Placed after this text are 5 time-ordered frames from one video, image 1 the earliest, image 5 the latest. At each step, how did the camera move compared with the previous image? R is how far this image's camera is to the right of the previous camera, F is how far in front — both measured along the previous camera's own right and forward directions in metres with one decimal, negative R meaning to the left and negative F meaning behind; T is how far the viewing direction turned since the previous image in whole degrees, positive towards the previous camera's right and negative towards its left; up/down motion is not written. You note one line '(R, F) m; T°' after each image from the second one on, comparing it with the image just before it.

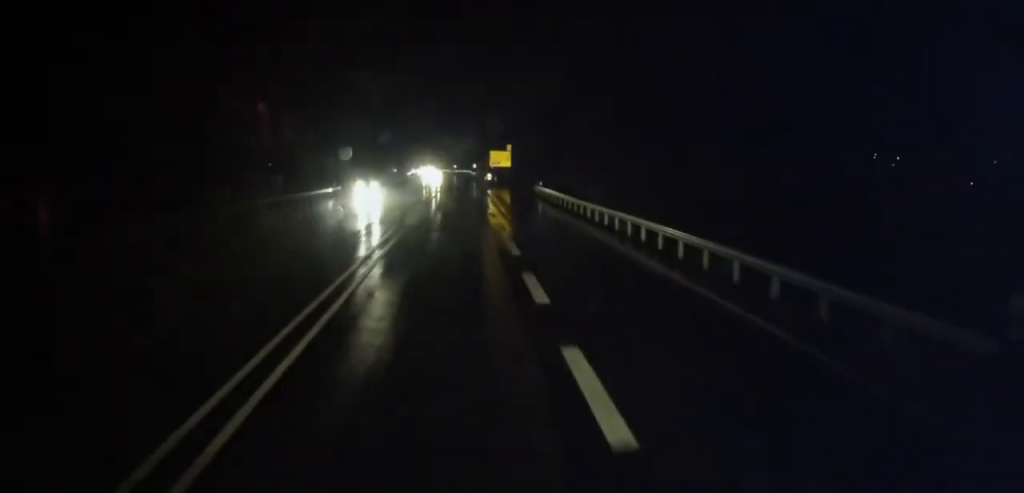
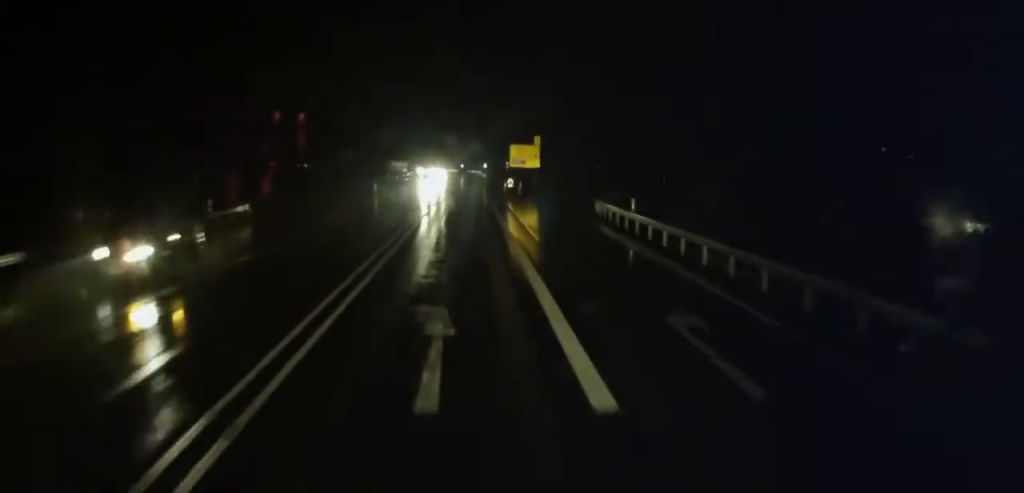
(-0.8, +28.8) m; 0°
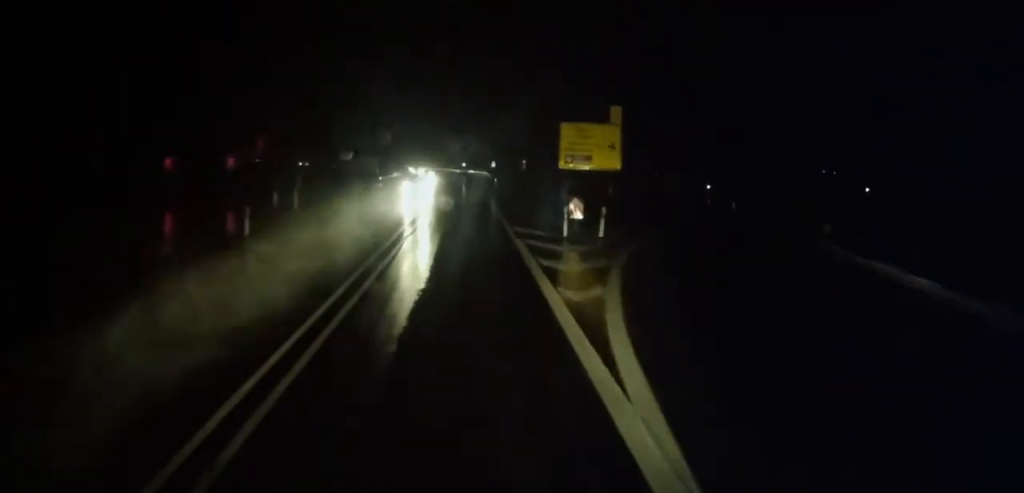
(-0.4, +34.3) m; -2°
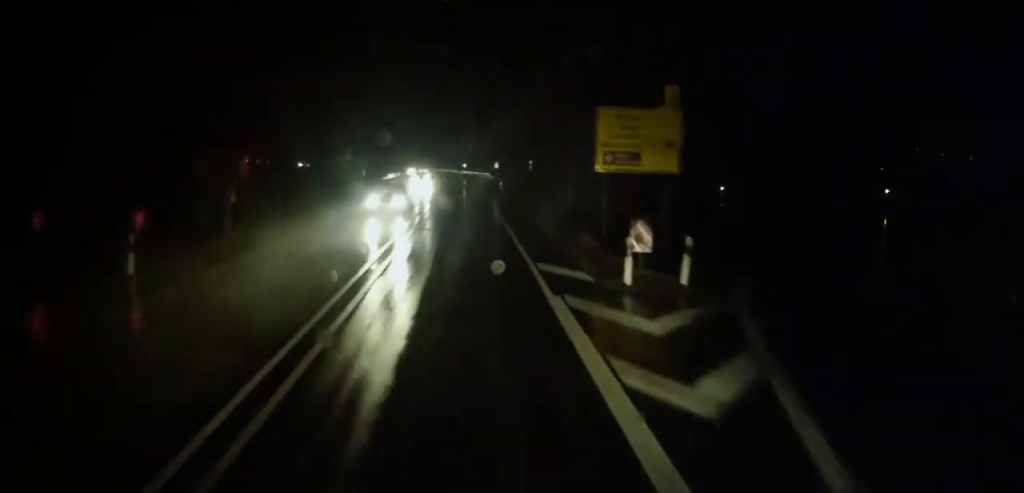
(-0.2, +8.9) m; 0°
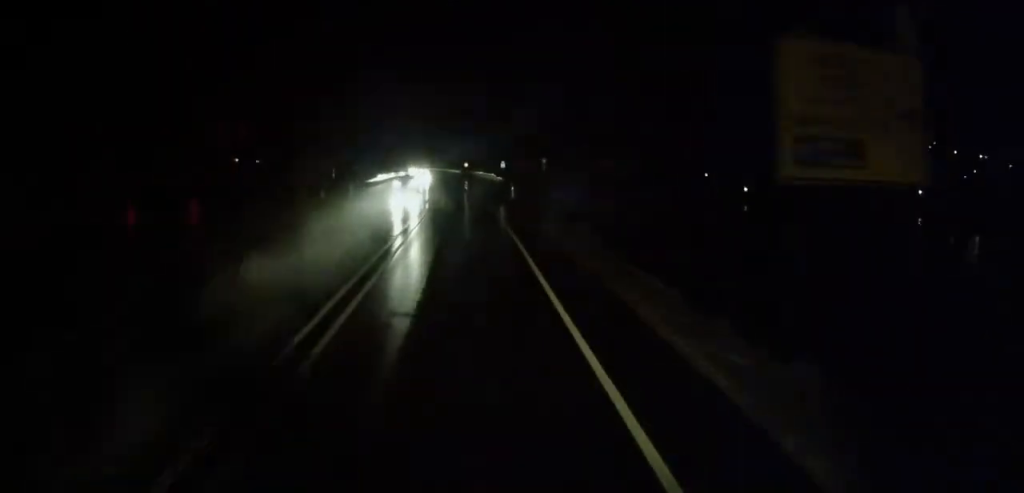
(+0.3, +13.7) m; +1°
